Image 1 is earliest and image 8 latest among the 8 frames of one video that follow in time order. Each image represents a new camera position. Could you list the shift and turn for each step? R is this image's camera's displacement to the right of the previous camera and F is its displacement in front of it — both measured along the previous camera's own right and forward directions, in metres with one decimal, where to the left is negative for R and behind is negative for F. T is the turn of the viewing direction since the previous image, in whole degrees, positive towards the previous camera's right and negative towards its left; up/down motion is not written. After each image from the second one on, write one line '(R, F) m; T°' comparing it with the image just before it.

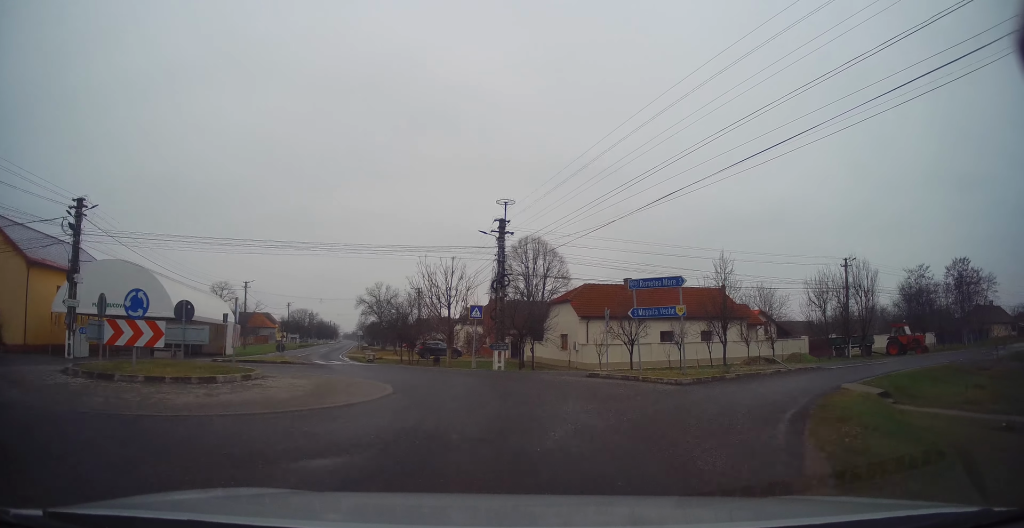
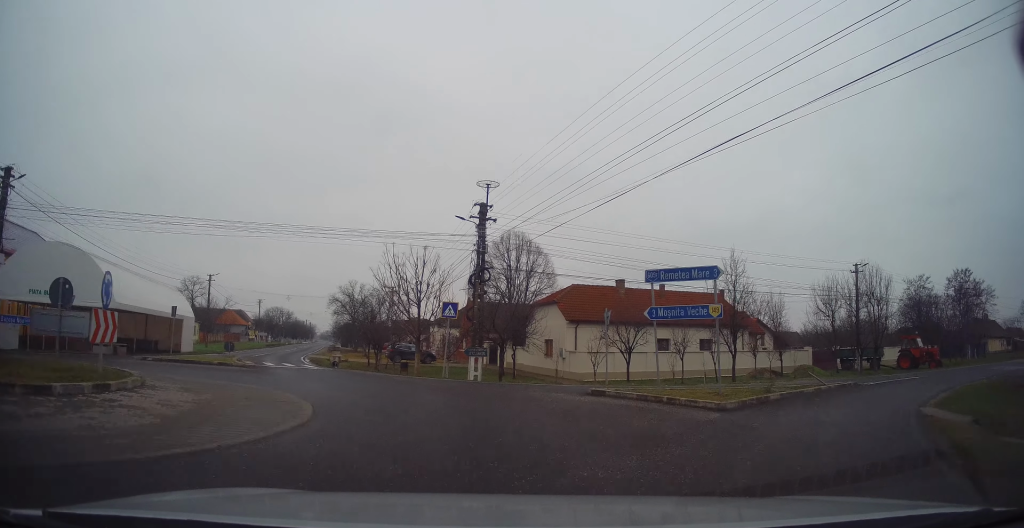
(0.0, +4.0) m; -2°
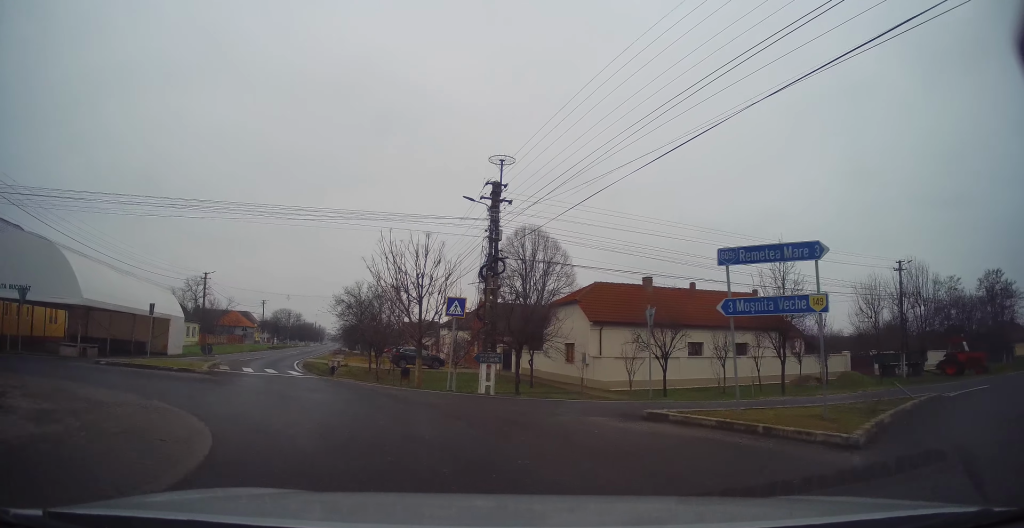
(0.0, +3.8) m; -5°
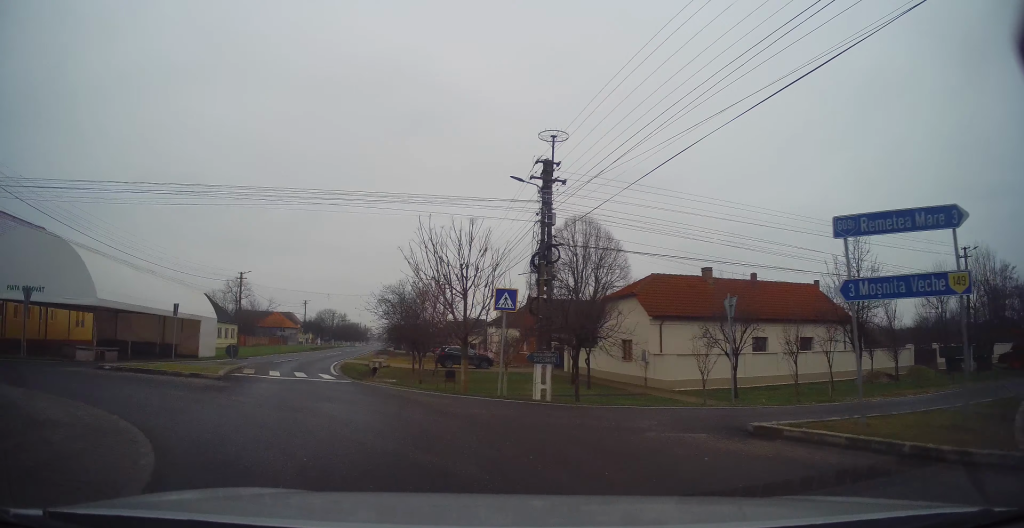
(0.0, +2.2) m; -6°
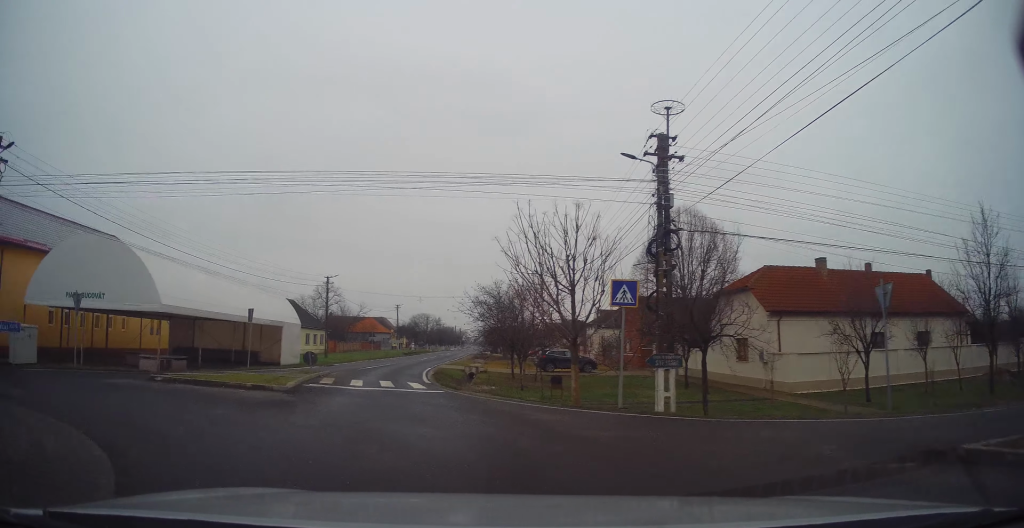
(0.0, +2.4) m; -9°
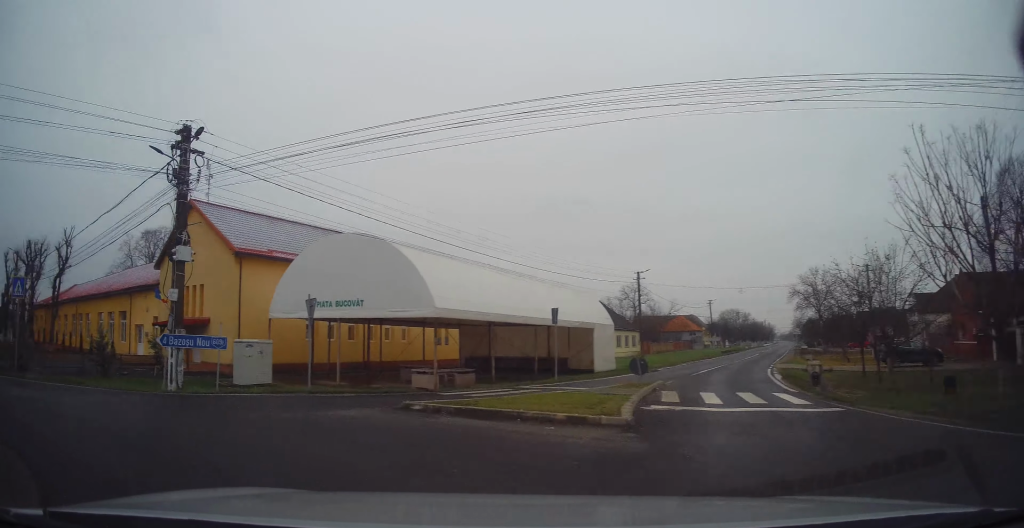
(-1.3, +4.9) m; -38°
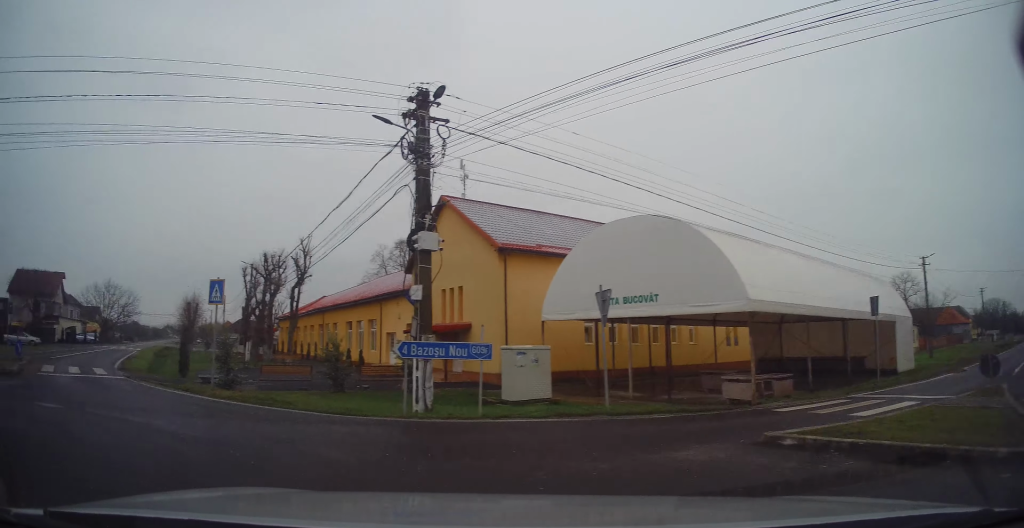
(-0.9, +3.5) m; -30°
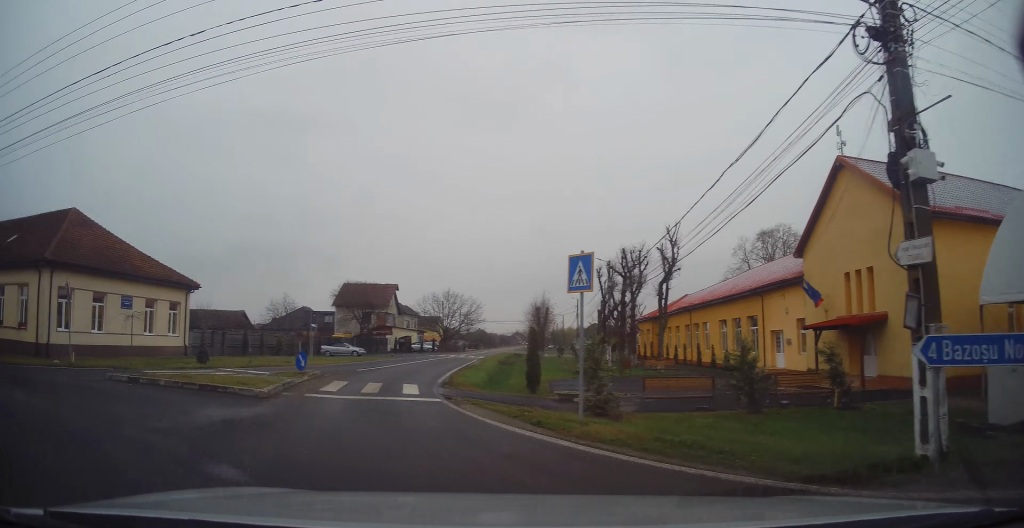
(-1.6, +5.1) m; -27°
